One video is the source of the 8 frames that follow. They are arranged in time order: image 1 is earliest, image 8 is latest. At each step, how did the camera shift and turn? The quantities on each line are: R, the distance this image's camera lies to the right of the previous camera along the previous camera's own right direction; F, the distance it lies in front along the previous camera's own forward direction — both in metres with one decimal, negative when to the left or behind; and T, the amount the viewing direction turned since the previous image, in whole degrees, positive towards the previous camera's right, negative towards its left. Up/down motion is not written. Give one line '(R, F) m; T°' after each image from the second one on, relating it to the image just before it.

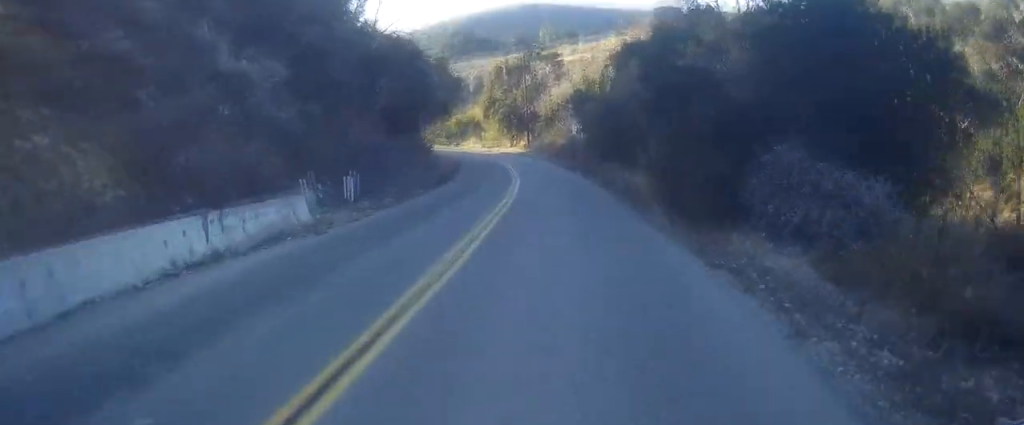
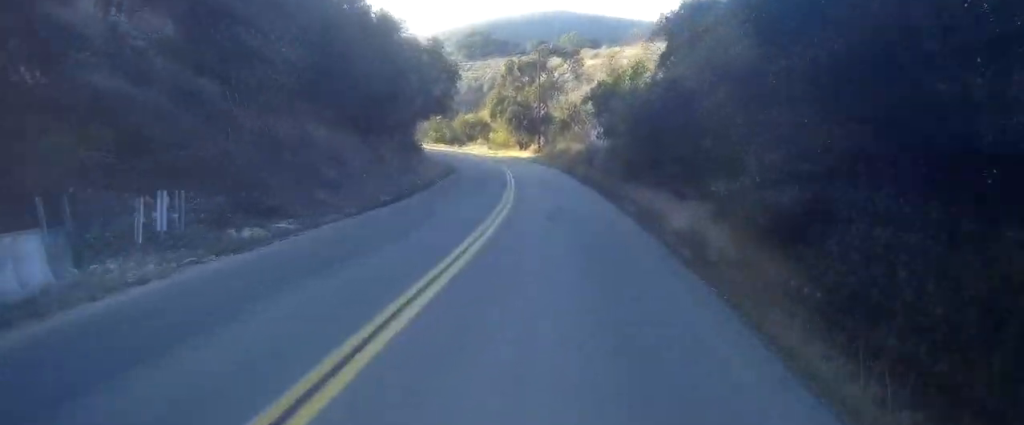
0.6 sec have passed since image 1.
(-0.1, +9.8) m; -4°
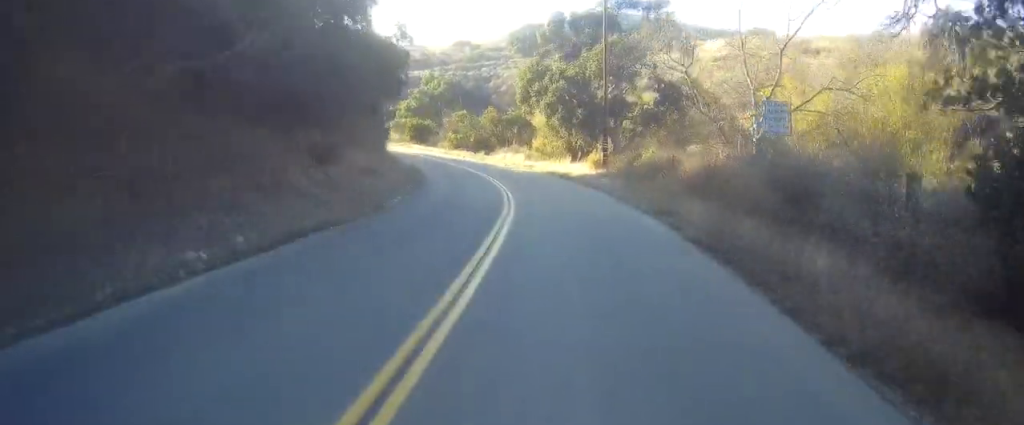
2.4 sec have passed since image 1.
(-1.4, +30.5) m; -5°
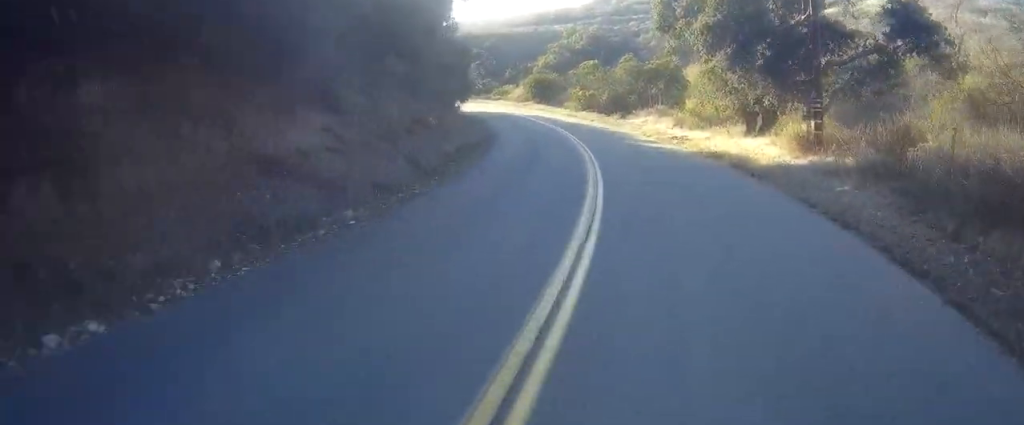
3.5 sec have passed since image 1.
(-1.0, +18.1) m; -4°
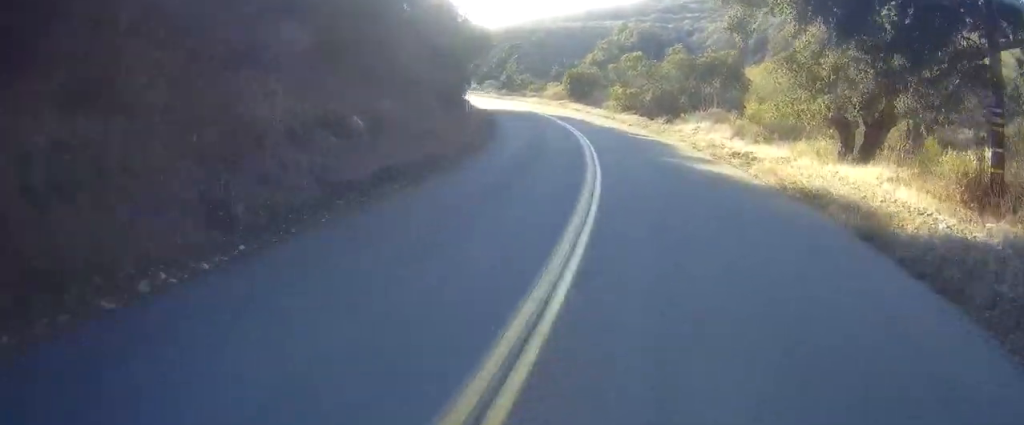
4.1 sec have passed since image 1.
(0.0, +8.9) m; 0°
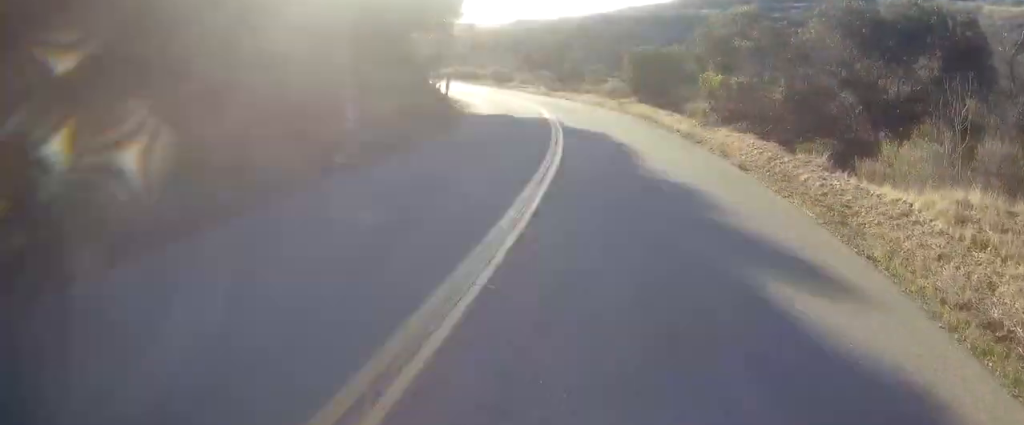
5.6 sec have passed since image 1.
(+0.1, +23.1) m; -6°
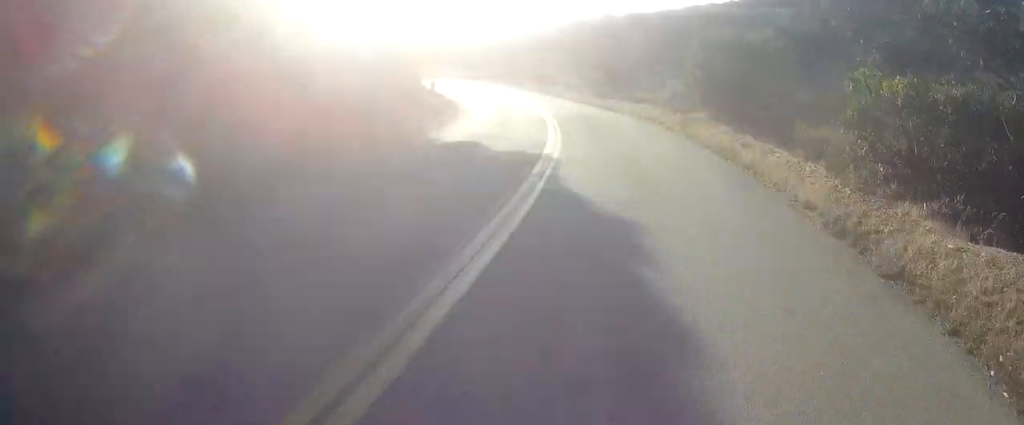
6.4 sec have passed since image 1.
(-1.3, +11.8) m; -12°
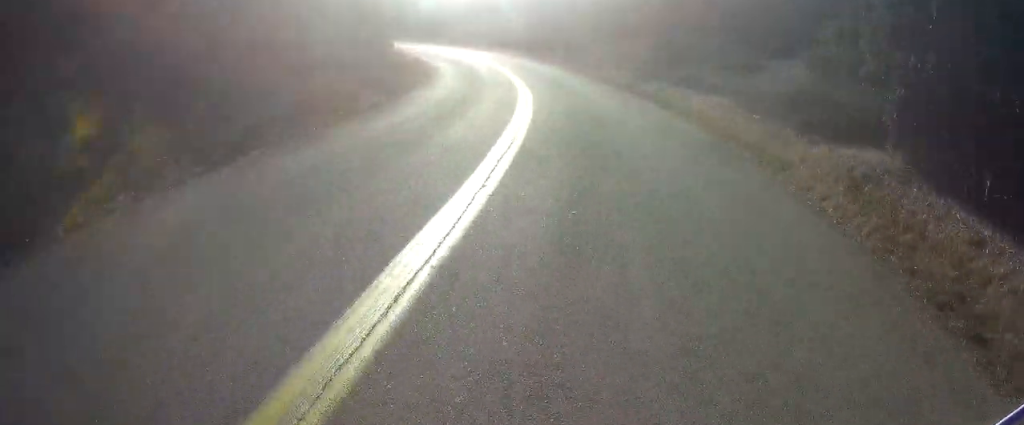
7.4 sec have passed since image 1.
(-1.9, +14.1) m; -9°
